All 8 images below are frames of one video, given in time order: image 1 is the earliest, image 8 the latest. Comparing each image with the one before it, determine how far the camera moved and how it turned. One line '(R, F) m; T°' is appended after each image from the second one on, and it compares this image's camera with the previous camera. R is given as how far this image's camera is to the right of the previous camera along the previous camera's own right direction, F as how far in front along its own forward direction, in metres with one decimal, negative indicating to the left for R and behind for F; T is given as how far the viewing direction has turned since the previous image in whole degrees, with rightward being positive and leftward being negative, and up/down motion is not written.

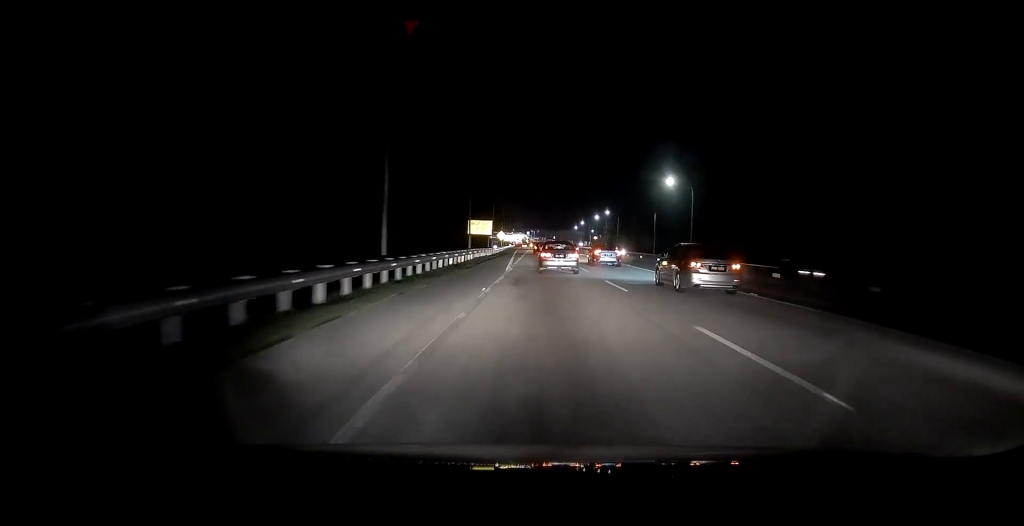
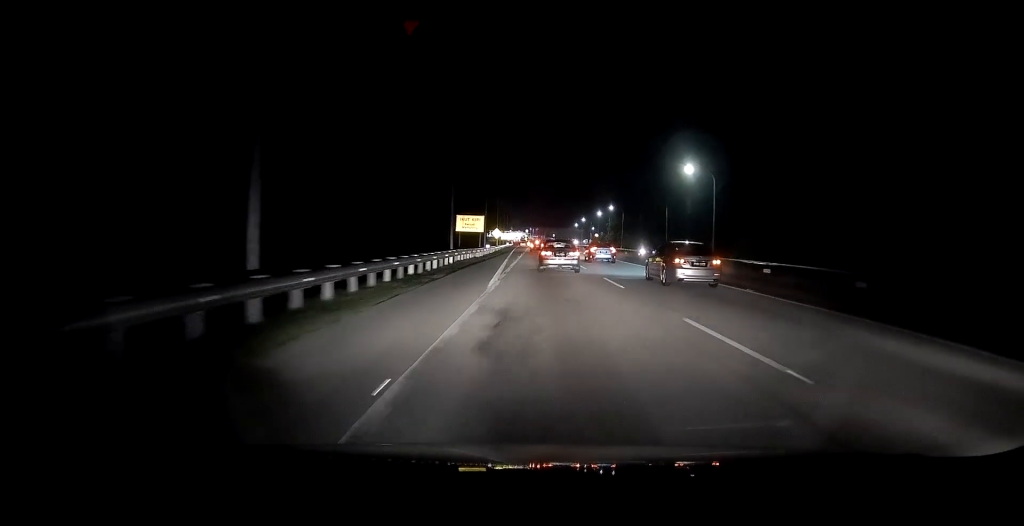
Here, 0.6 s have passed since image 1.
(+0.1, +11.3) m; 0°
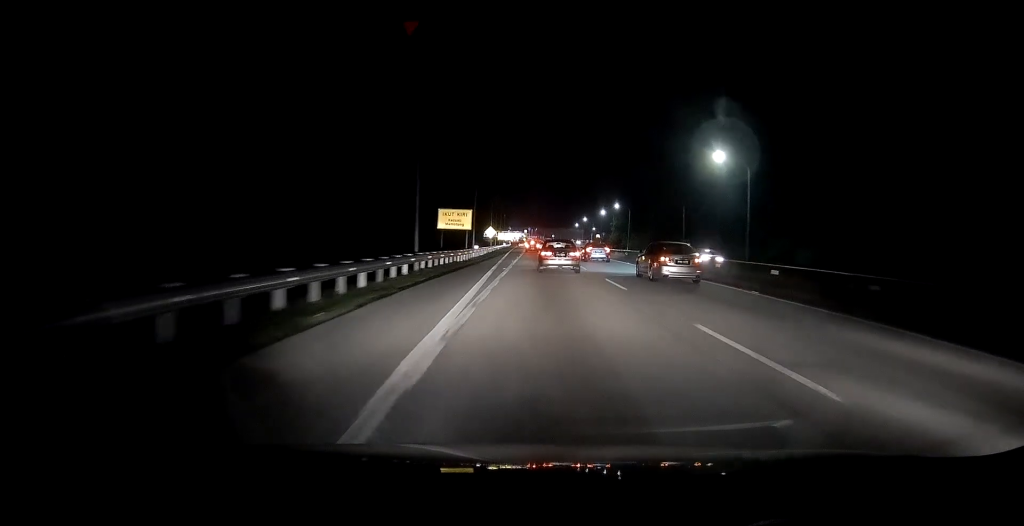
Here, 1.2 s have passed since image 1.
(0.0, +12.7) m; 0°
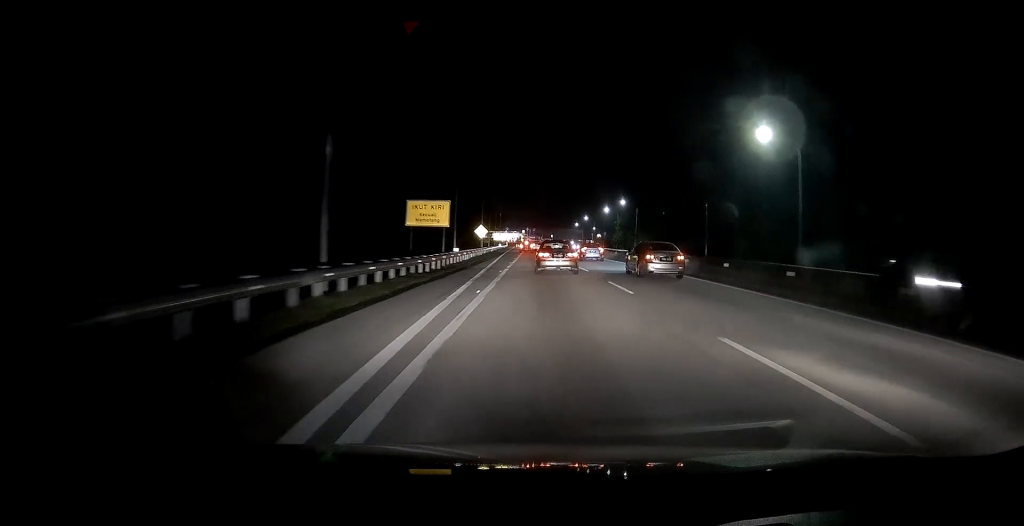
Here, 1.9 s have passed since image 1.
(0.0, +13.4) m; 0°
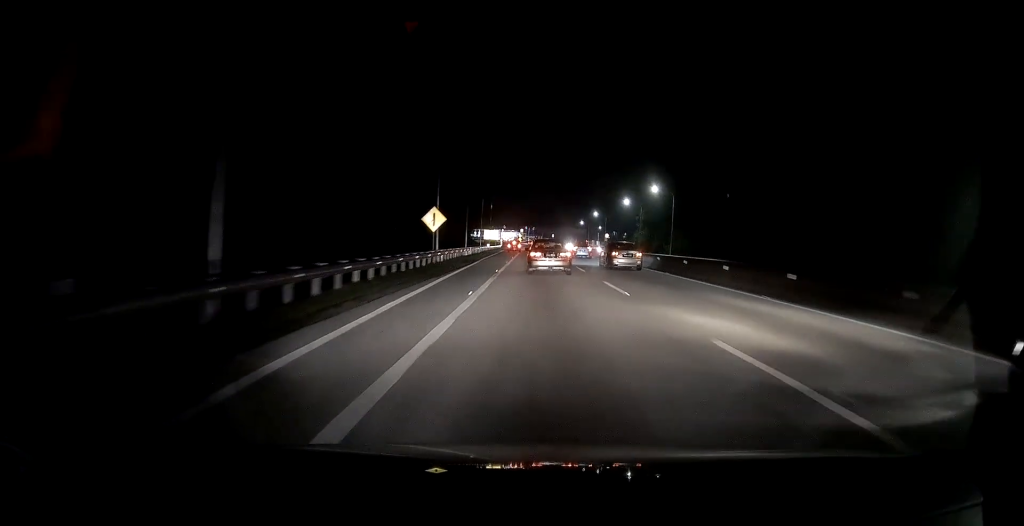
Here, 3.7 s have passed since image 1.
(+0.2, +36.5) m; 0°
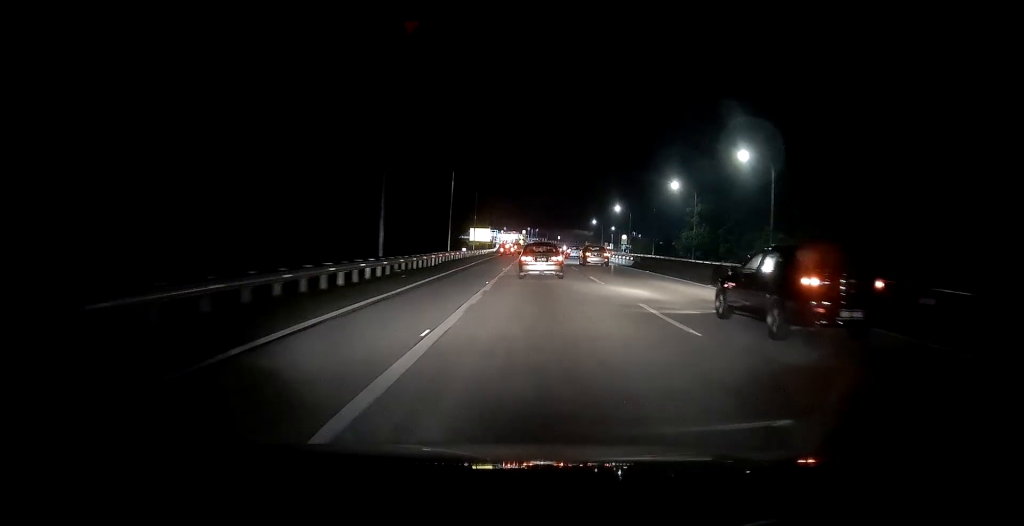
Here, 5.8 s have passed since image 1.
(-0.1, +42.7) m; 0°
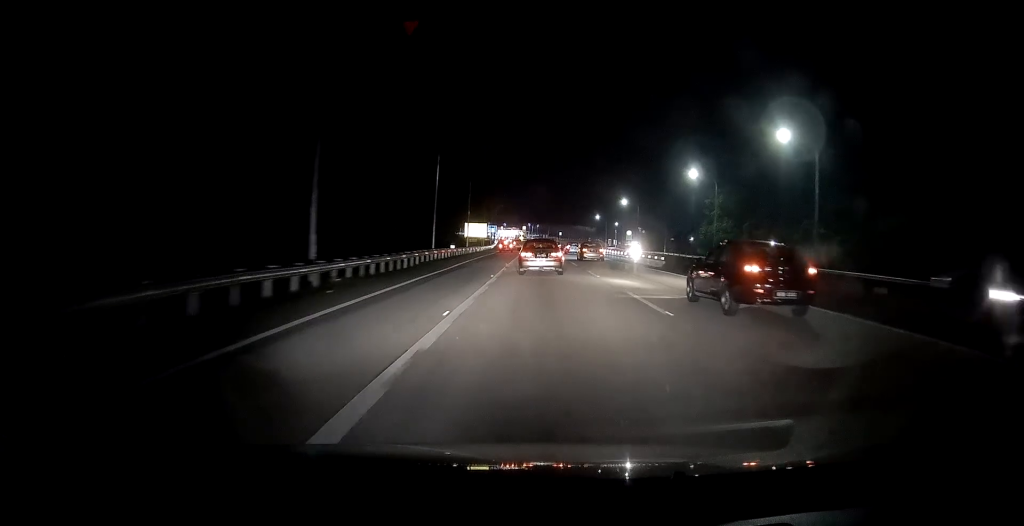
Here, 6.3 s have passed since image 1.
(0.0, +10.2) m; 0°
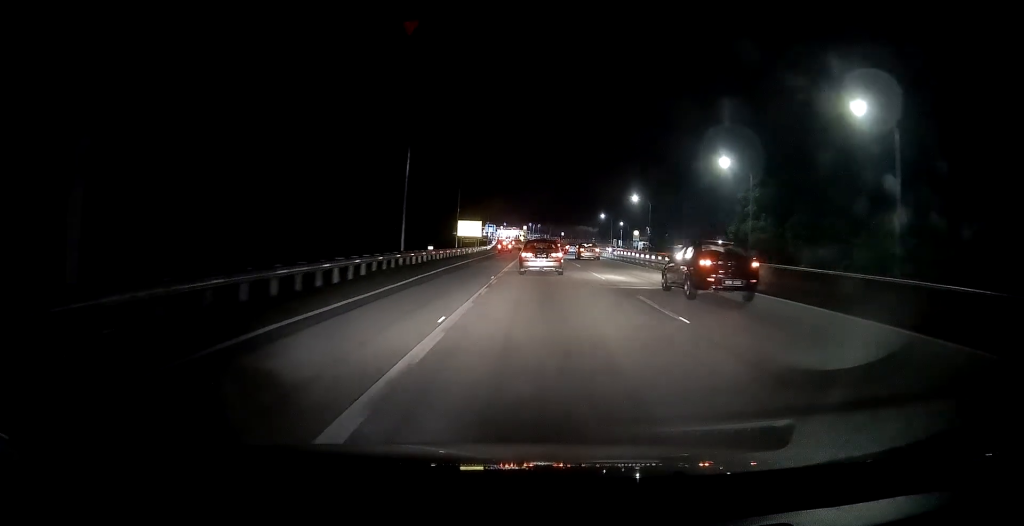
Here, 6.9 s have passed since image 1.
(0.0, +13.0) m; 0°
